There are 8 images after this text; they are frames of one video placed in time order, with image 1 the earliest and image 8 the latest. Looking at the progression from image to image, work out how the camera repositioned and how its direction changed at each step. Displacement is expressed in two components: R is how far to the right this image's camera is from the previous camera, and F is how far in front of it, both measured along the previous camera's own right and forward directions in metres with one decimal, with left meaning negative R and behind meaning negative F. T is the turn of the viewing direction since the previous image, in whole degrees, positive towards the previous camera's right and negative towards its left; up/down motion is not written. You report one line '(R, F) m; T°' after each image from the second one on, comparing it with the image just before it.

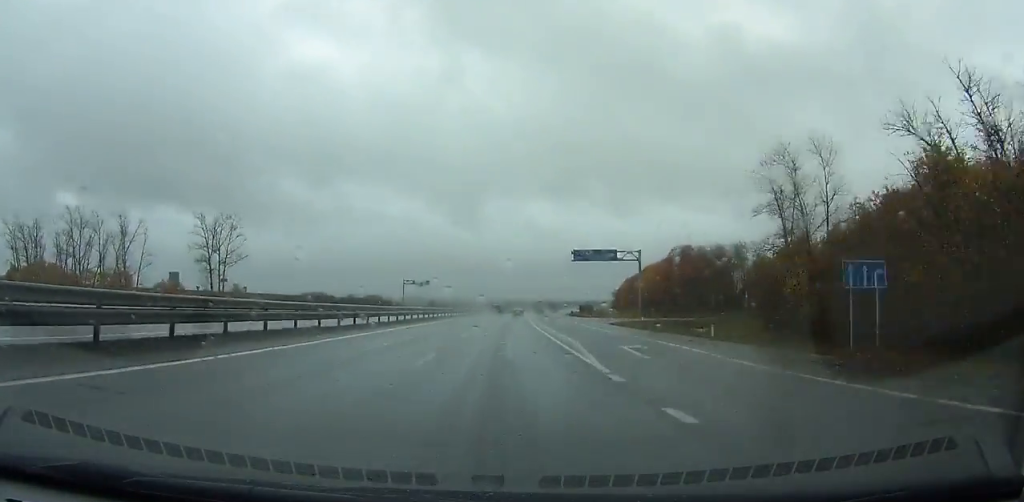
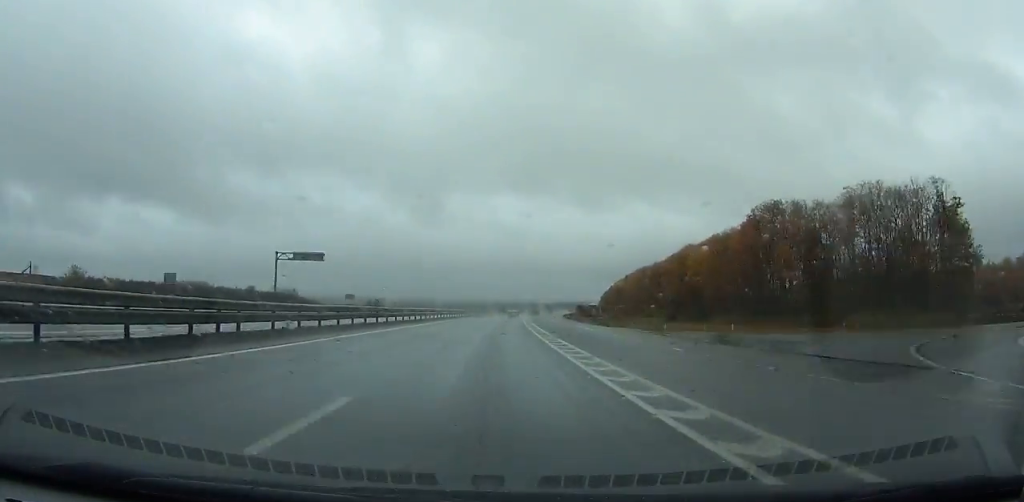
(+1.2, +65.8) m; +2°
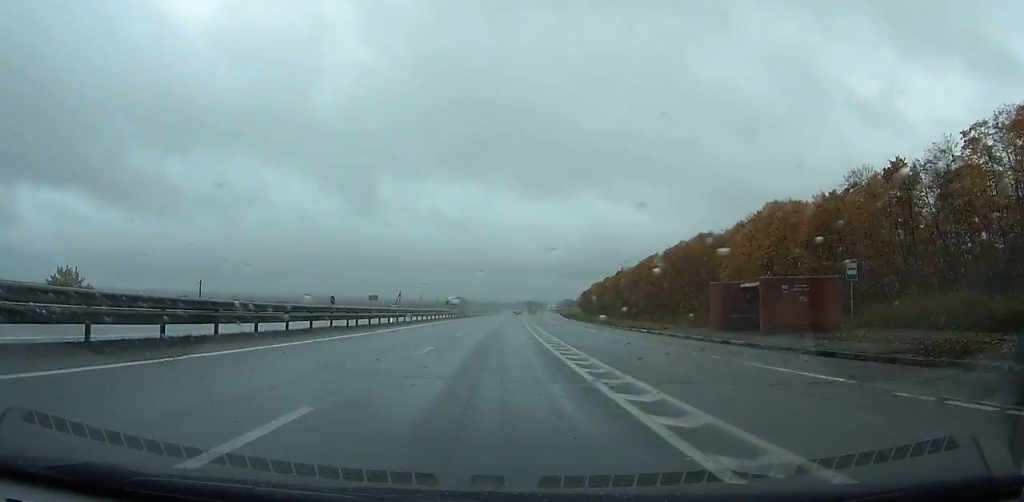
(+4.6, +122.0) m; +4°
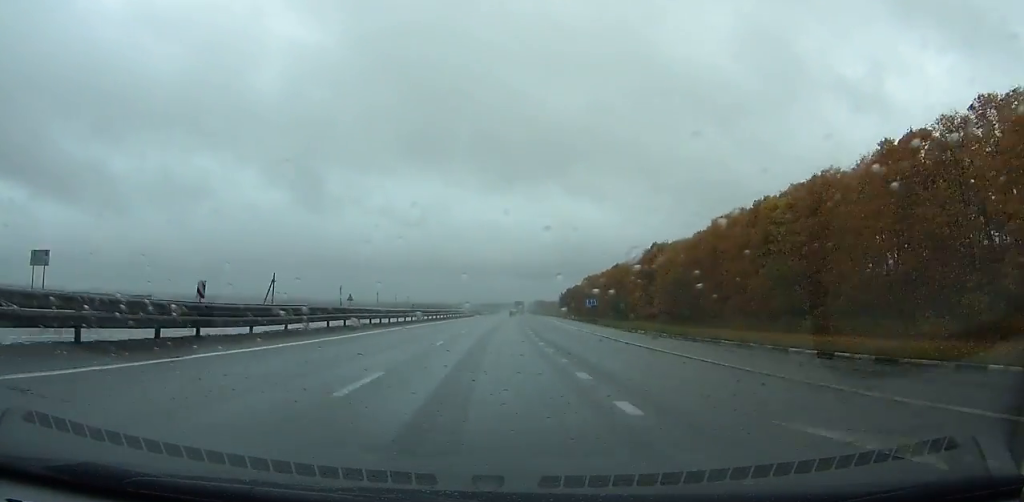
(+1.8, +80.8) m; +3°
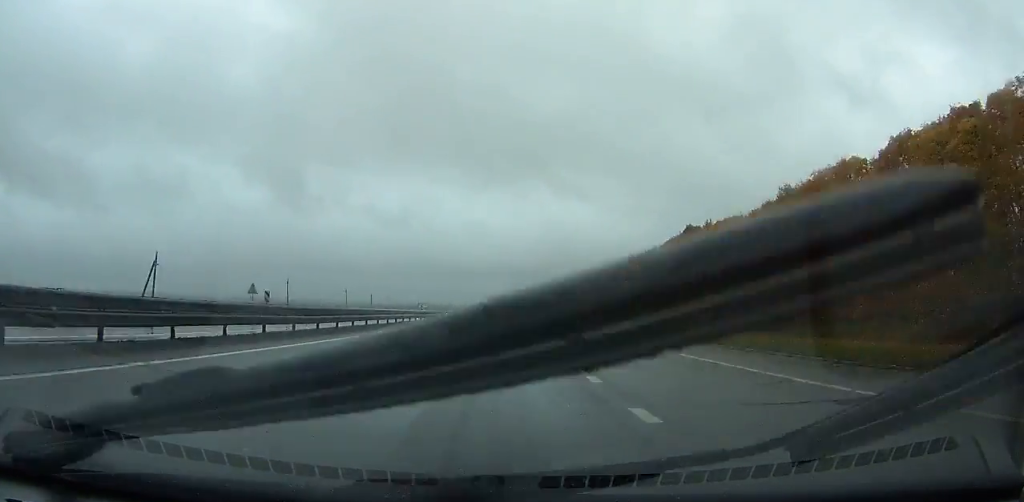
(+0.4, +31.6) m; +1°
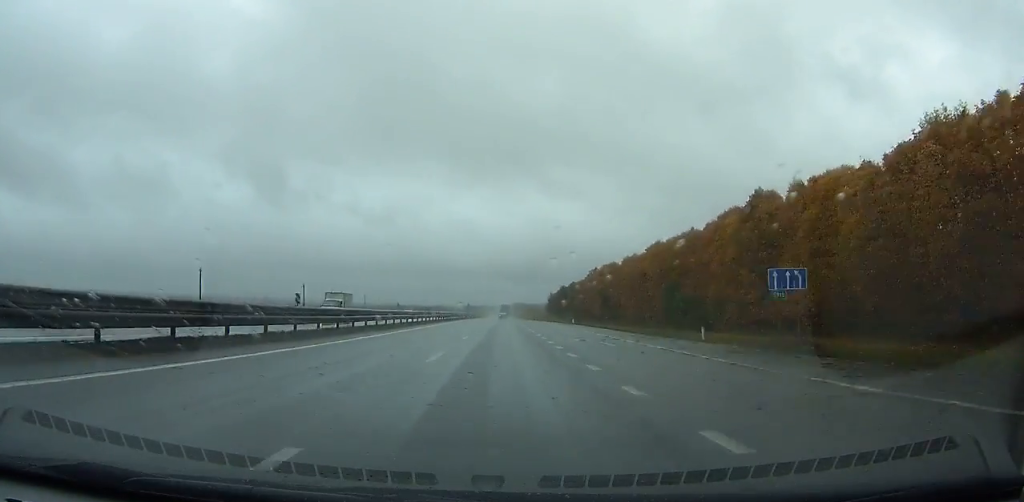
(+0.5, +34.5) m; +1°
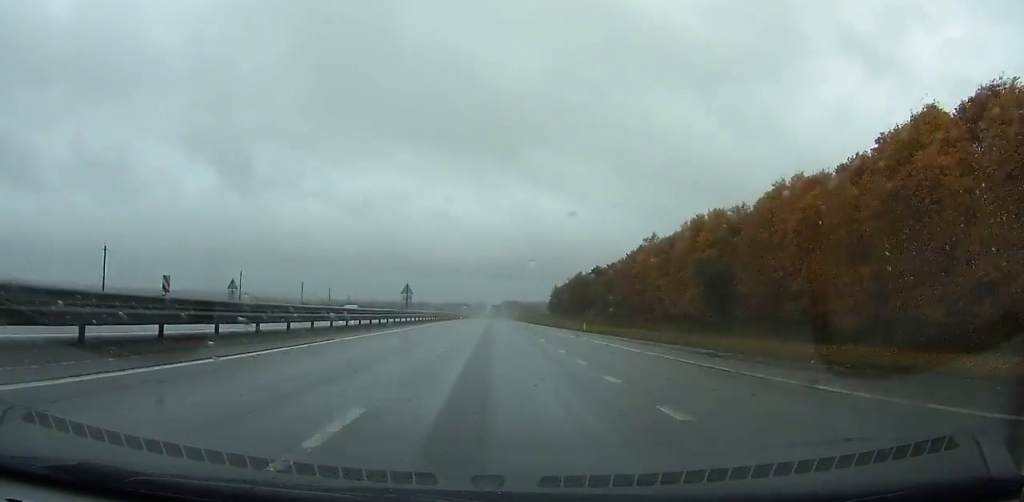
(+0.8, +80.7) m; +1°
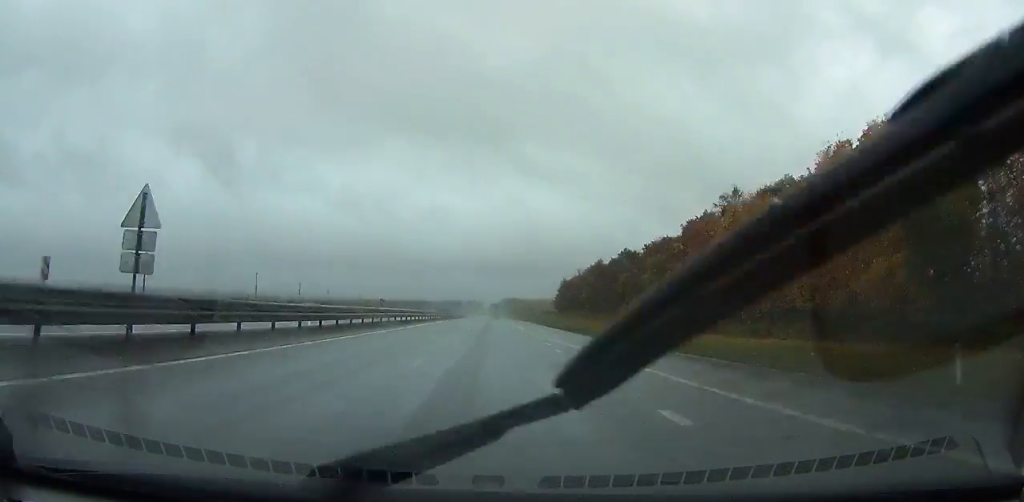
(+0.1, +40.9) m; 0°
